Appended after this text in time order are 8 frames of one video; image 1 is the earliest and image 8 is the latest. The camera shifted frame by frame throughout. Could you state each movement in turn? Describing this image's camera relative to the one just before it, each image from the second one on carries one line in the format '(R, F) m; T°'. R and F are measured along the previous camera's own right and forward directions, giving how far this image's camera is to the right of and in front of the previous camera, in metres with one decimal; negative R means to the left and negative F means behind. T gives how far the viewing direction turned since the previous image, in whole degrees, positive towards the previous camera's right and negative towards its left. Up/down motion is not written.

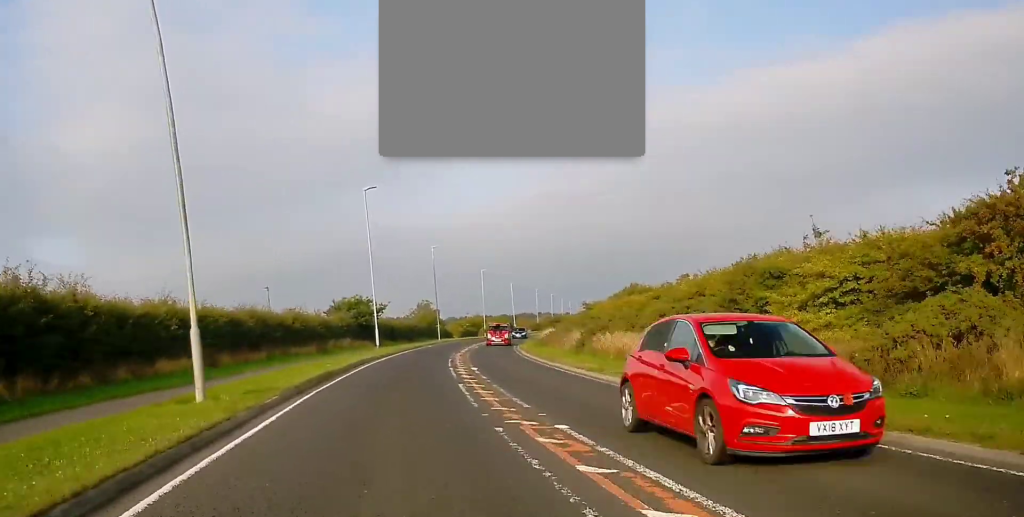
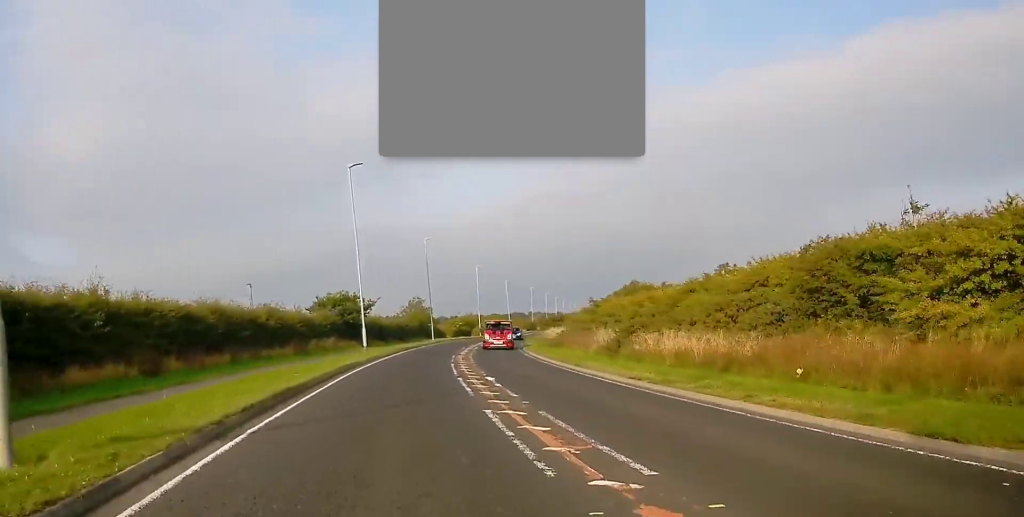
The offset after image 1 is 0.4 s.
(+0.1, +7.0) m; +1°
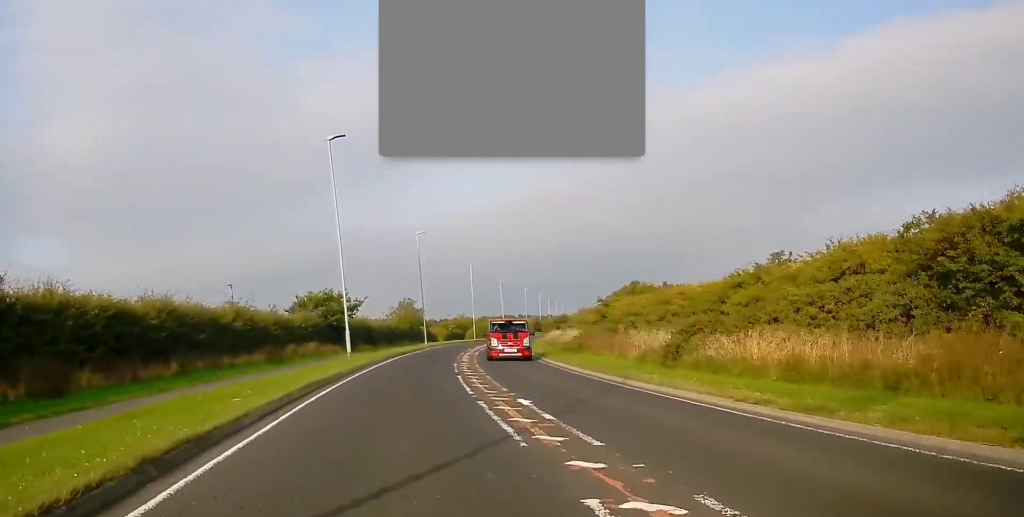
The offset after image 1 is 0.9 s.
(+0.2, +7.0) m; 0°
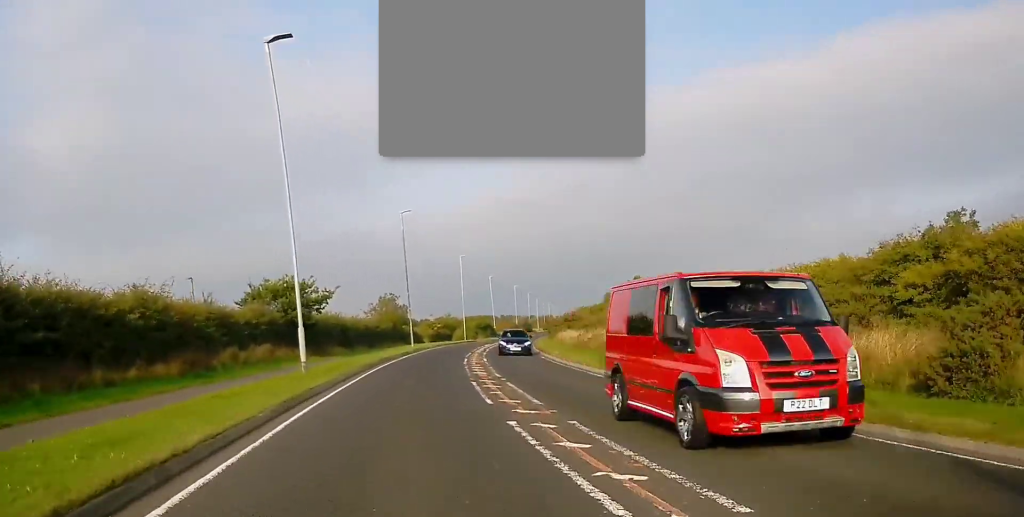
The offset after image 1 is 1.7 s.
(0.0, +12.8) m; +1°
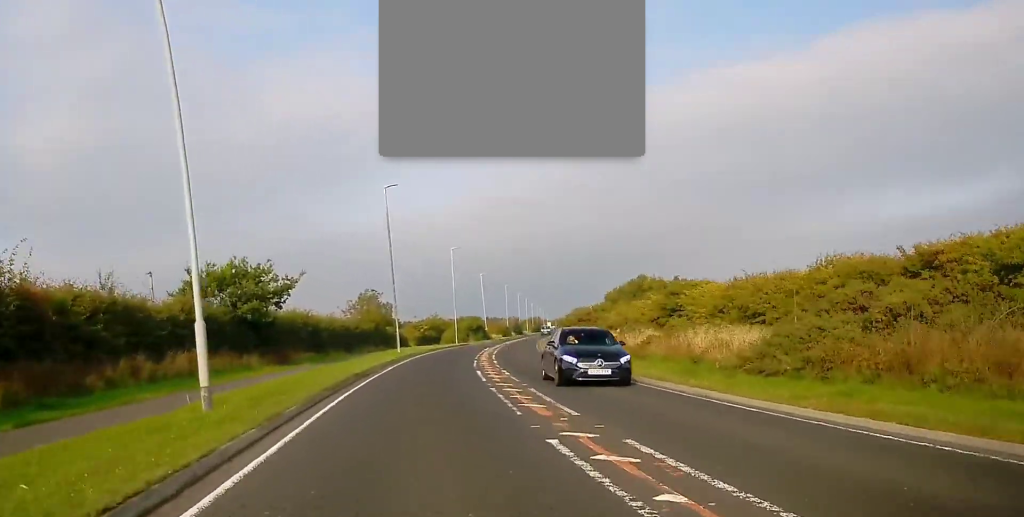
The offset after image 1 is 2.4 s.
(-0.4, +10.8) m; +1°
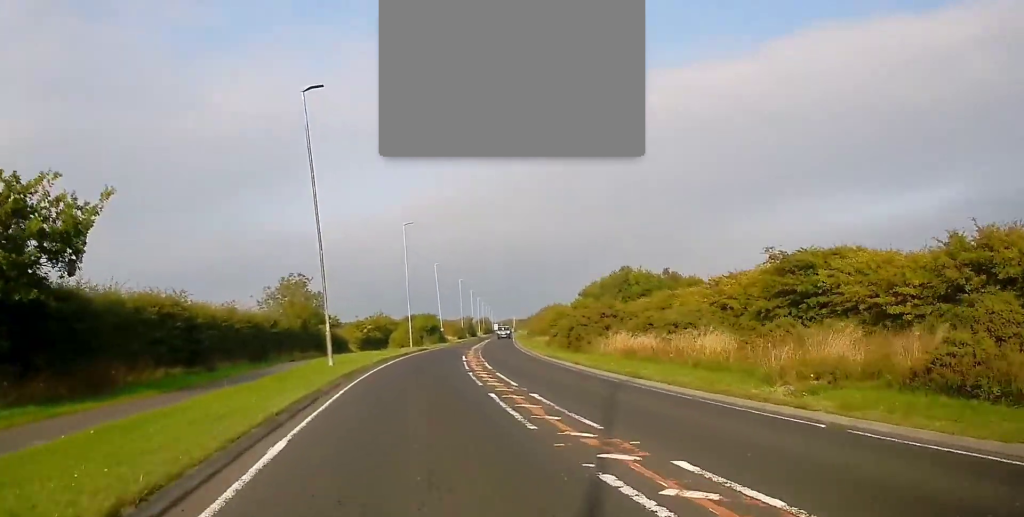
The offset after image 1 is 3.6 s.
(+1.2, +19.5) m; +4°
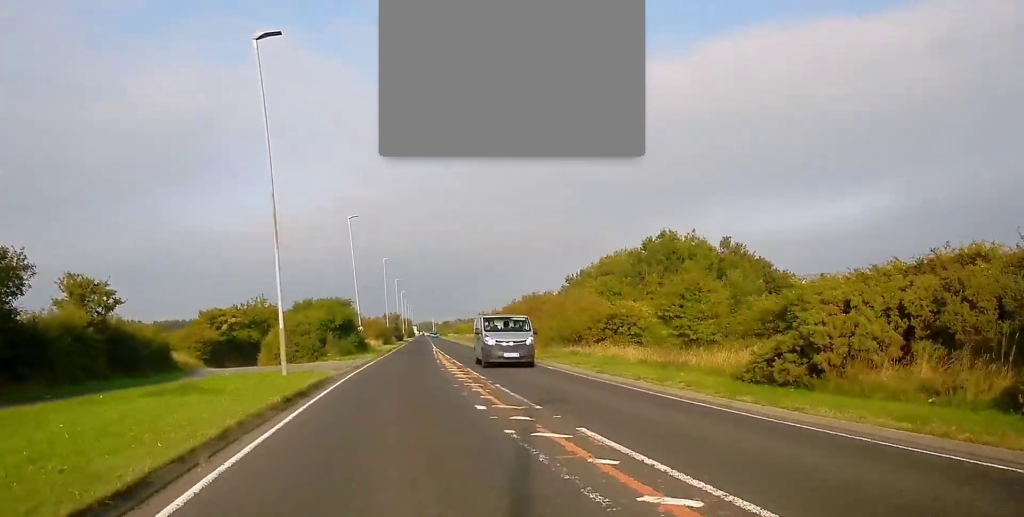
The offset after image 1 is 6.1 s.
(+2.4, +42.1) m; +7°
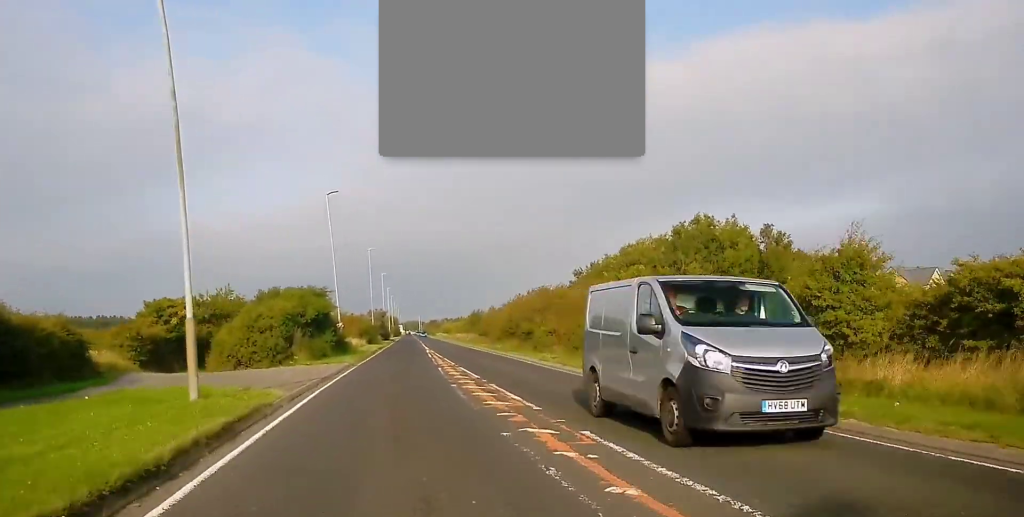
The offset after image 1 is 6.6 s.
(+0.1, +9.5) m; +1°
